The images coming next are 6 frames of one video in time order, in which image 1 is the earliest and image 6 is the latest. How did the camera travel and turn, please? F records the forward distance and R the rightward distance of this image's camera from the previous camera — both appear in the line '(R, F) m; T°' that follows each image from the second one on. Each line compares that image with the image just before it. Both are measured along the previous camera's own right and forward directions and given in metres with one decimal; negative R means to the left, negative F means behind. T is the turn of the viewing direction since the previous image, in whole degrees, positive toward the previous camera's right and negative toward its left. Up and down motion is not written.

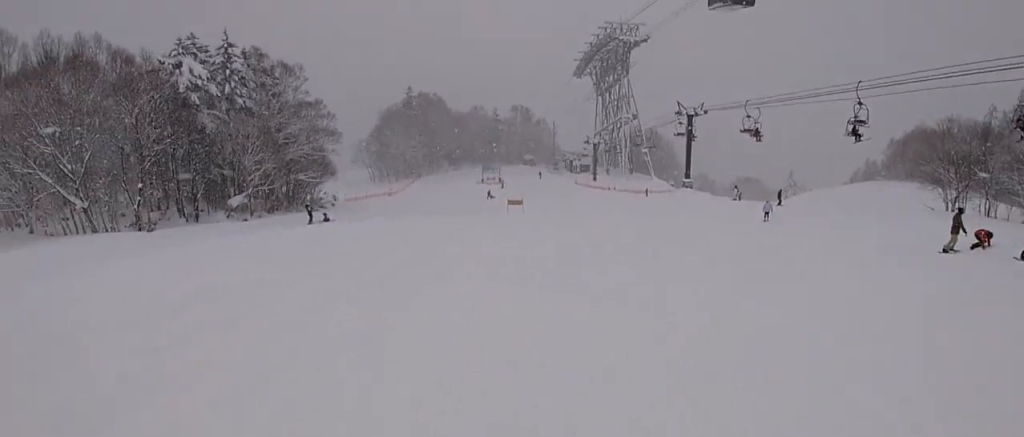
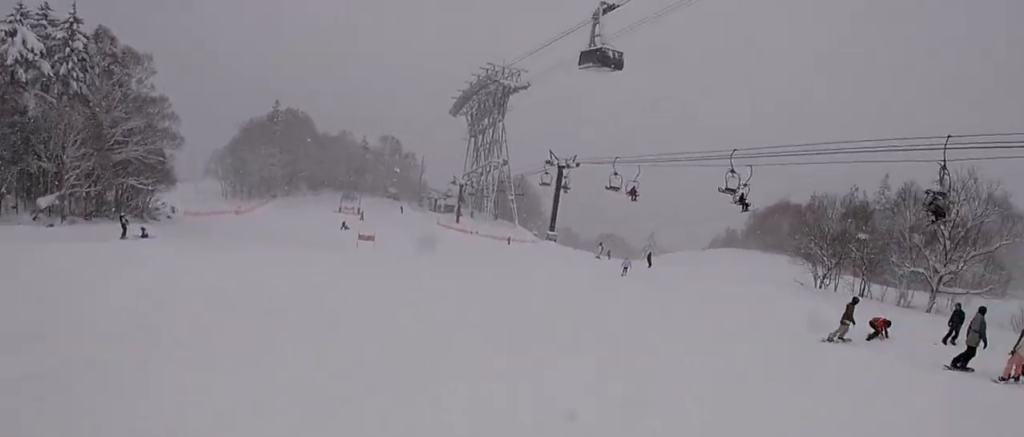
(-0.1, +4.7) m; +6°
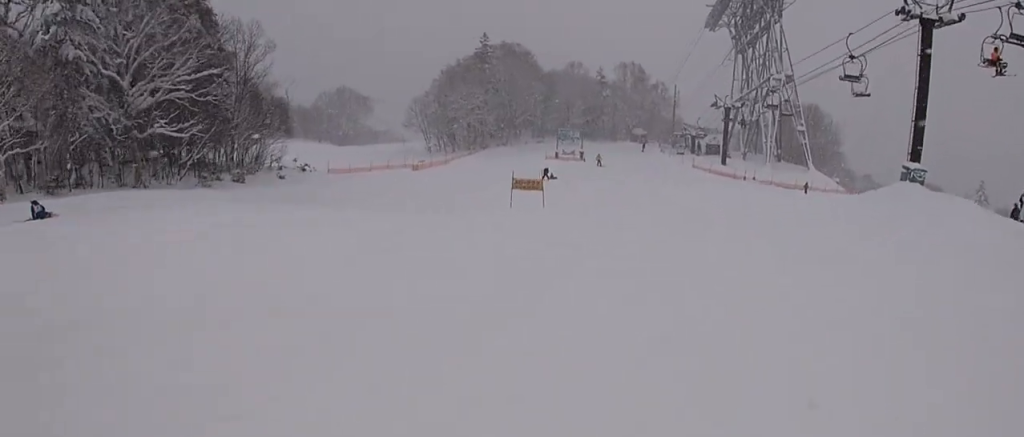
(-3.3, +27.7) m; -6°
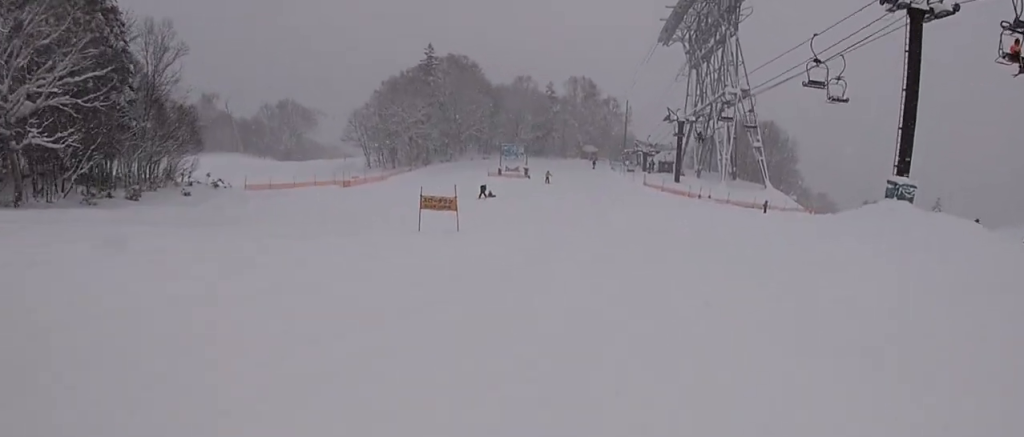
(+0.6, +5.0) m; -1°
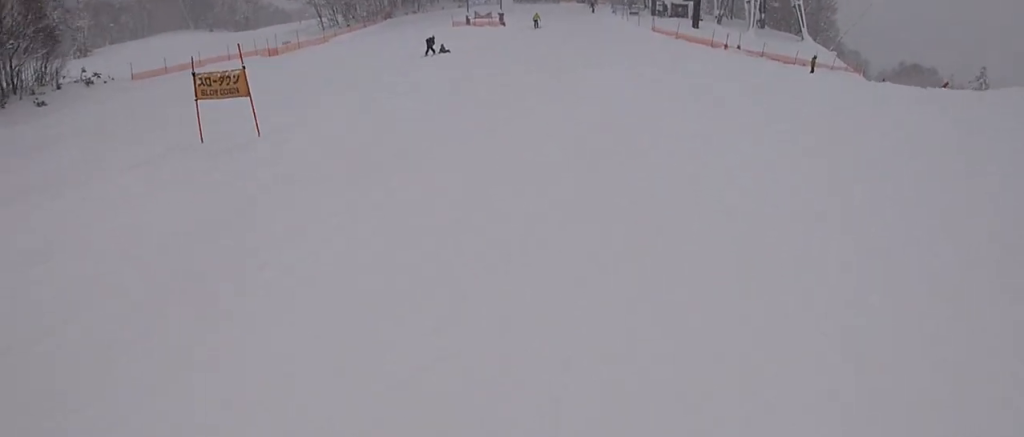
(-0.3, +11.3) m; -6°
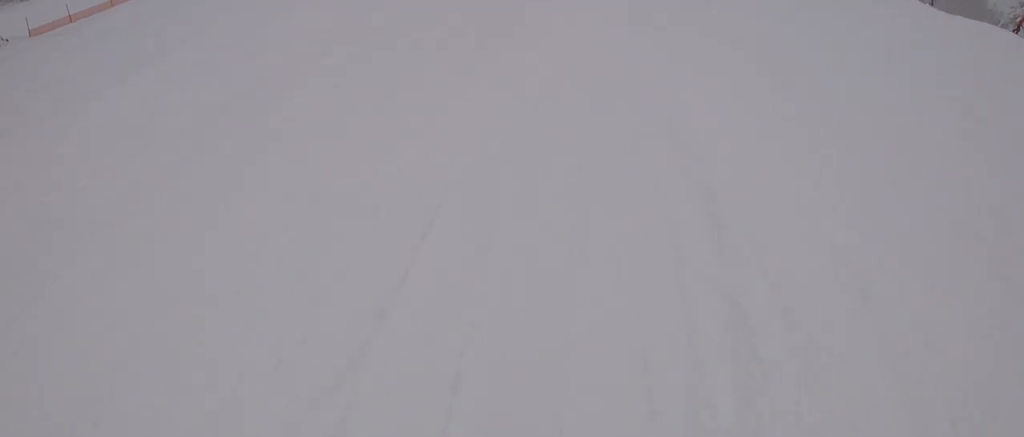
(-0.5, +7.7) m; -4°
